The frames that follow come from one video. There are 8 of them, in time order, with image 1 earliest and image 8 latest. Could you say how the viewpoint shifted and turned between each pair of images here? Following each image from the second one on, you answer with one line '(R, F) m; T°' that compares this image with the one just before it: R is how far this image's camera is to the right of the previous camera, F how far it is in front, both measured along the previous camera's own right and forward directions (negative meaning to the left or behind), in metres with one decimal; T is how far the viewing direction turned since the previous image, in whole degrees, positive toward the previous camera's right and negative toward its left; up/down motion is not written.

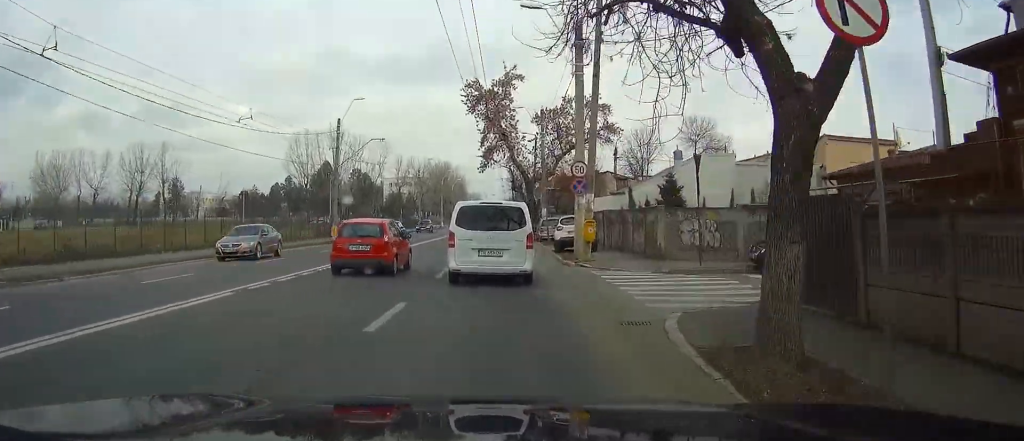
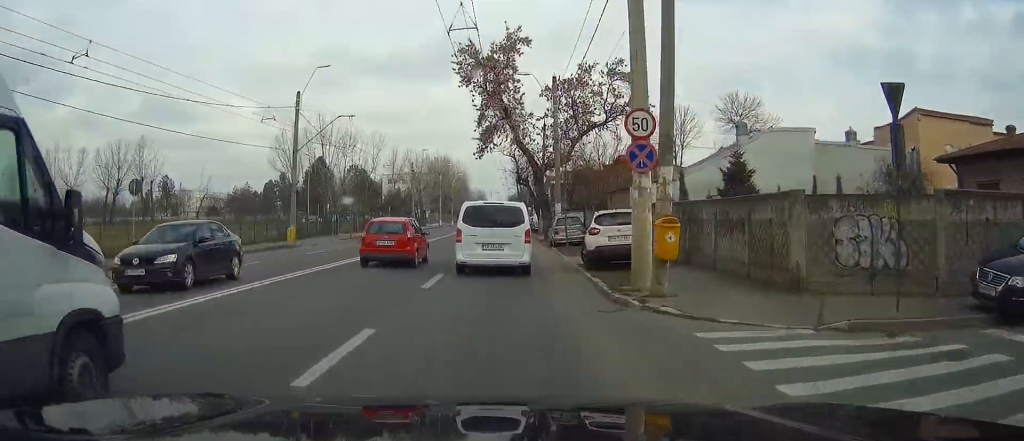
(+0.1, +11.9) m; 0°
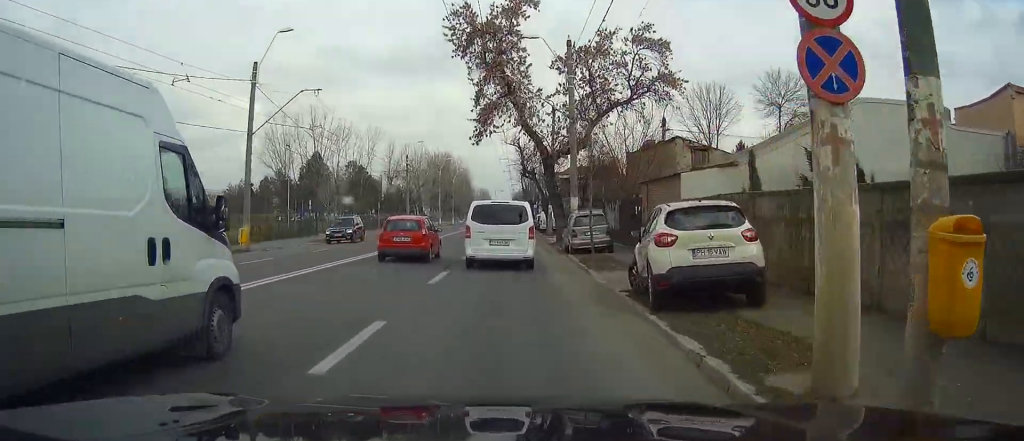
(0.0, +8.6) m; 0°
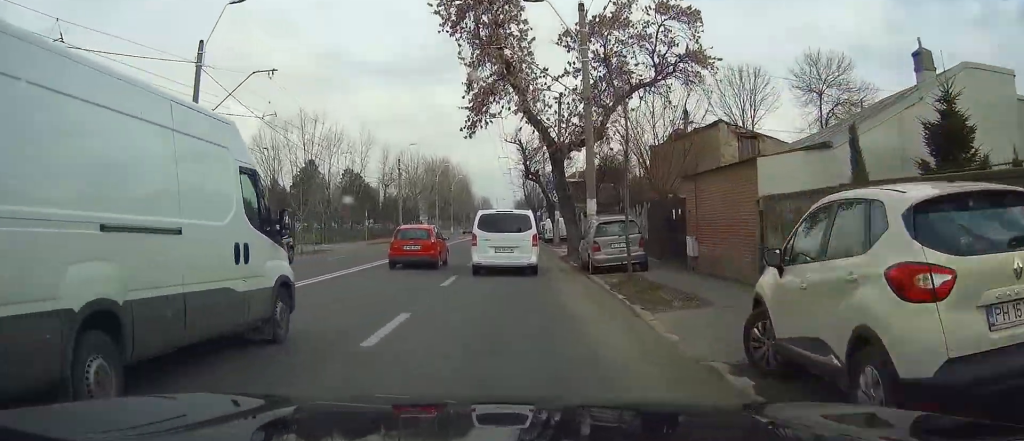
(-0.1, +6.9) m; 0°
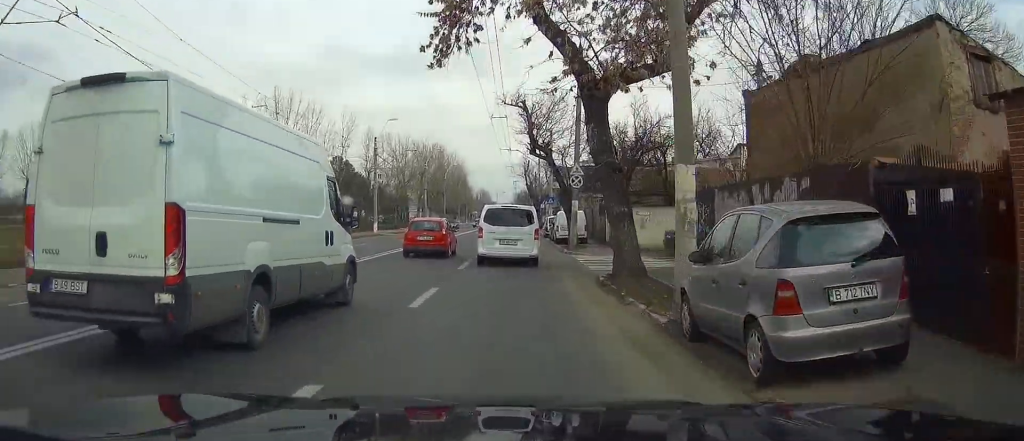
(0.0, +14.3) m; 0°
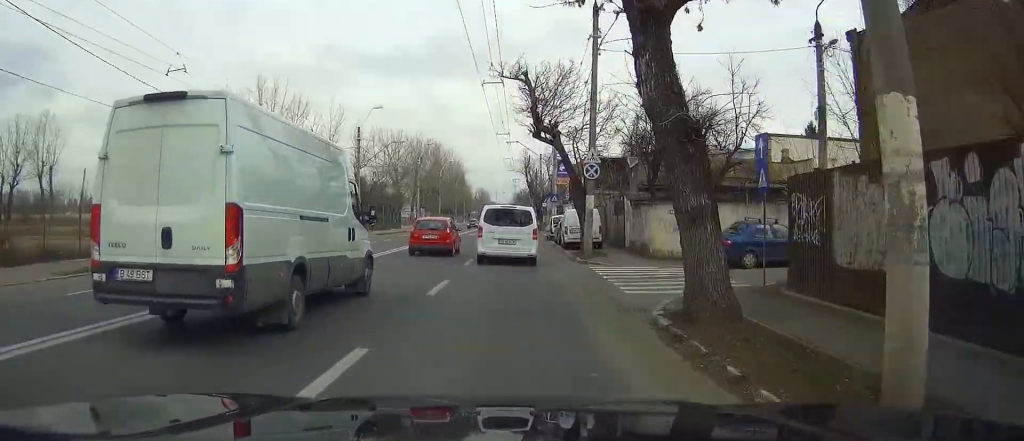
(0.0, +7.1) m; 0°
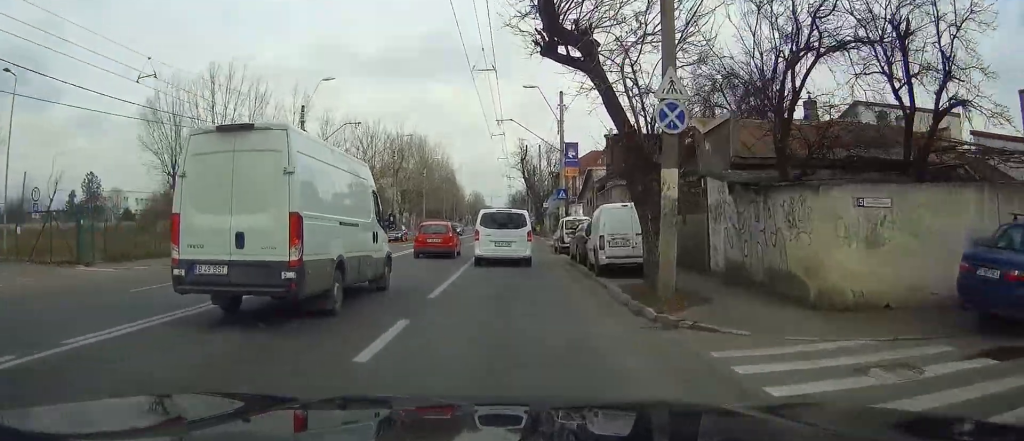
(0.0, +15.1) m; 0°
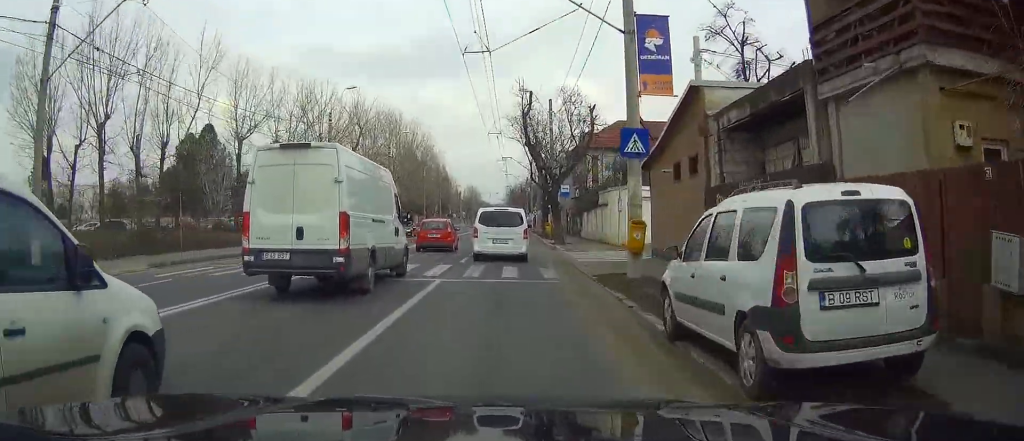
(+0.1, +27.8) m; 0°
